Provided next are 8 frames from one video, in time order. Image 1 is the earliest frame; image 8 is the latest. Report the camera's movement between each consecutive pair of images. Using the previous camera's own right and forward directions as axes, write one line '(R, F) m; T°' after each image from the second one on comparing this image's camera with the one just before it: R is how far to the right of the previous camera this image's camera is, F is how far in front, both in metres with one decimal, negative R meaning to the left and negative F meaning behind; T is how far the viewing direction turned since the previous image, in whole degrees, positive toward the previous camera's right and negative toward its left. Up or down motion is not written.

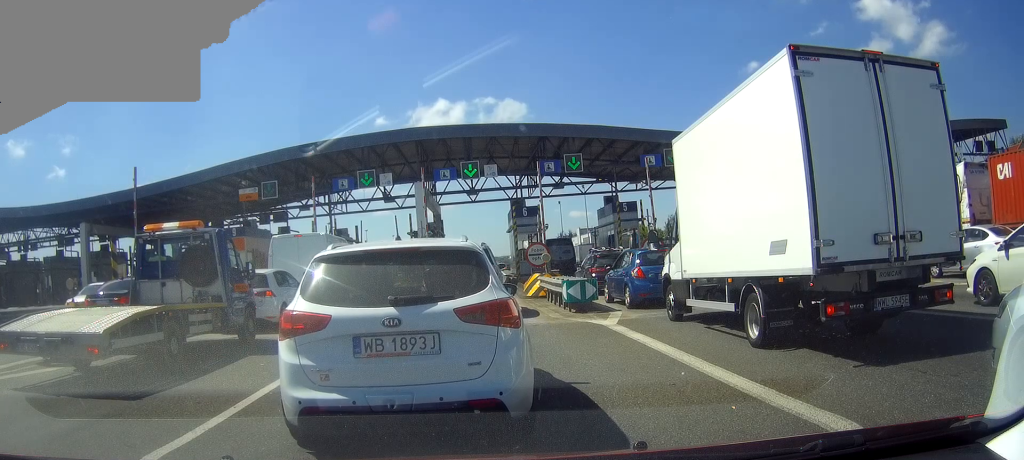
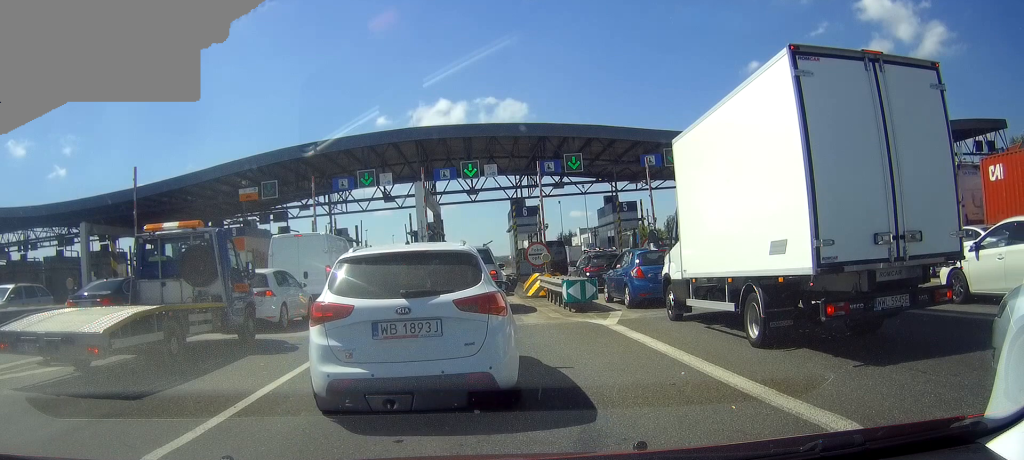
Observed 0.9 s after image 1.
(0.0, 0.0) m; 0°
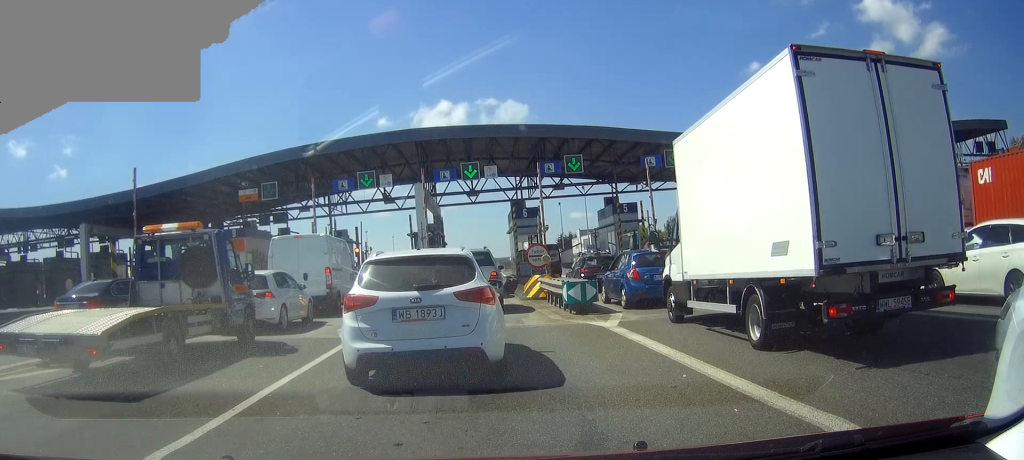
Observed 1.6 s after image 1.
(+0.1, +0.1) m; 0°
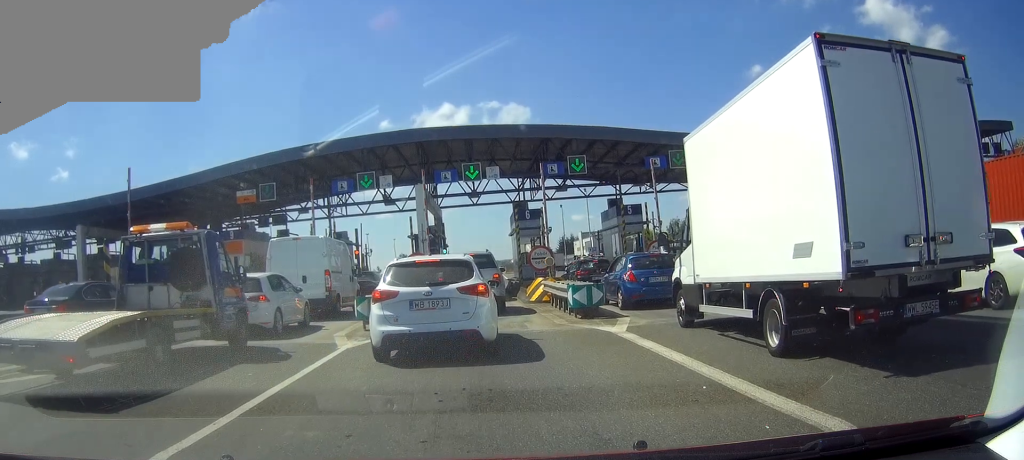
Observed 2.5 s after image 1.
(0.0, +0.6) m; +1°
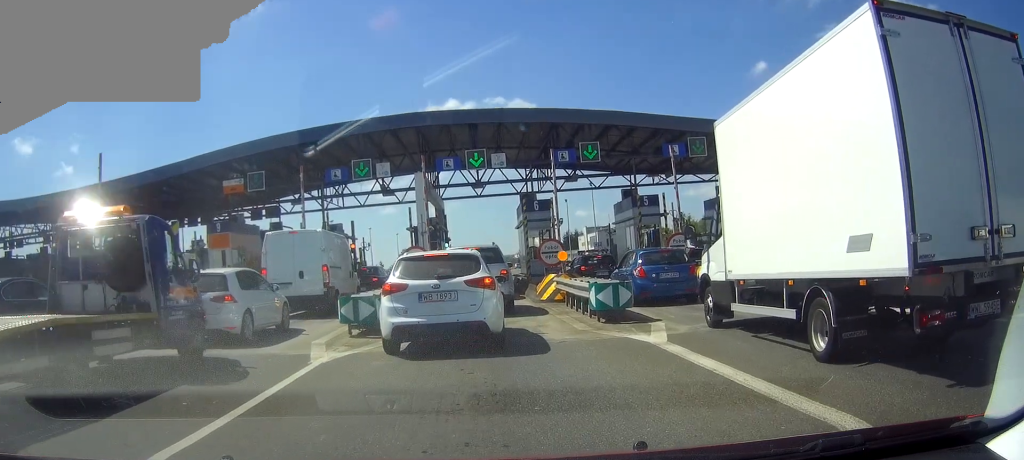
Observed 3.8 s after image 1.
(+0.1, +2.4) m; +3°
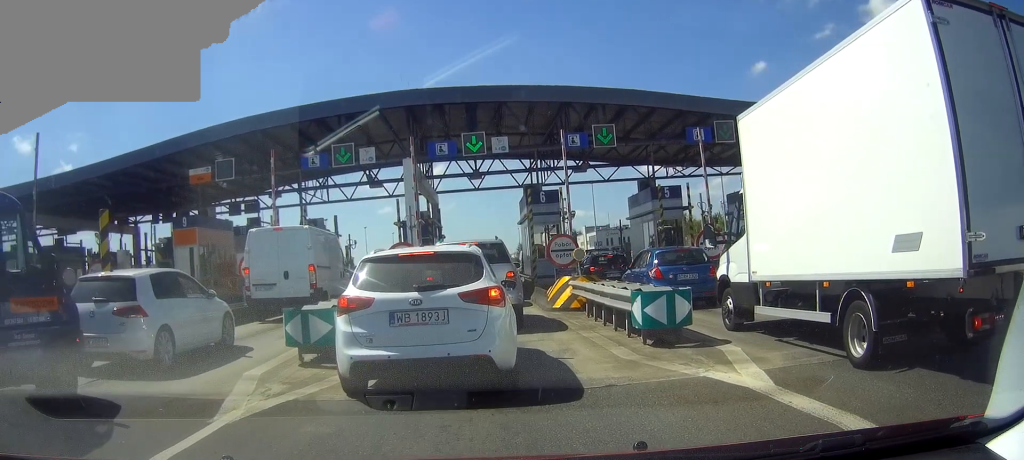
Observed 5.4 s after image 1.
(0.0, +3.4) m; 0°
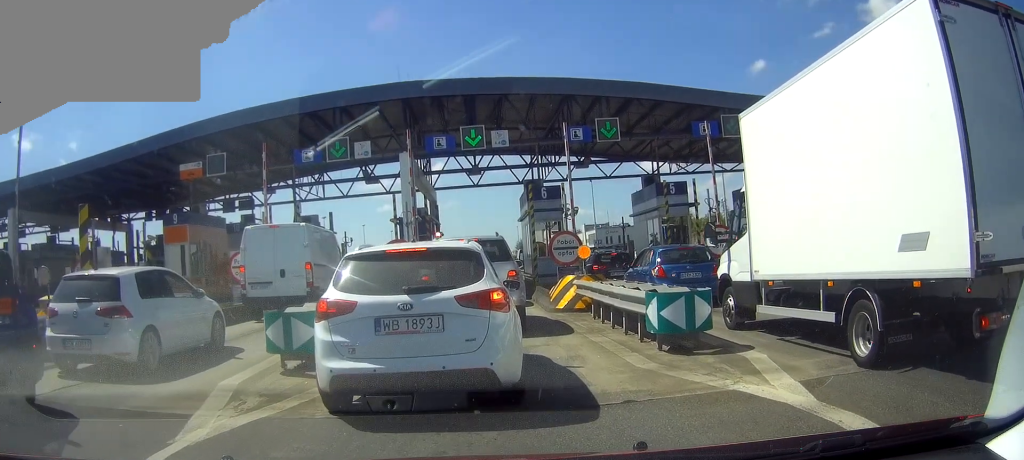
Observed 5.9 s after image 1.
(0.0, +0.8) m; 0°
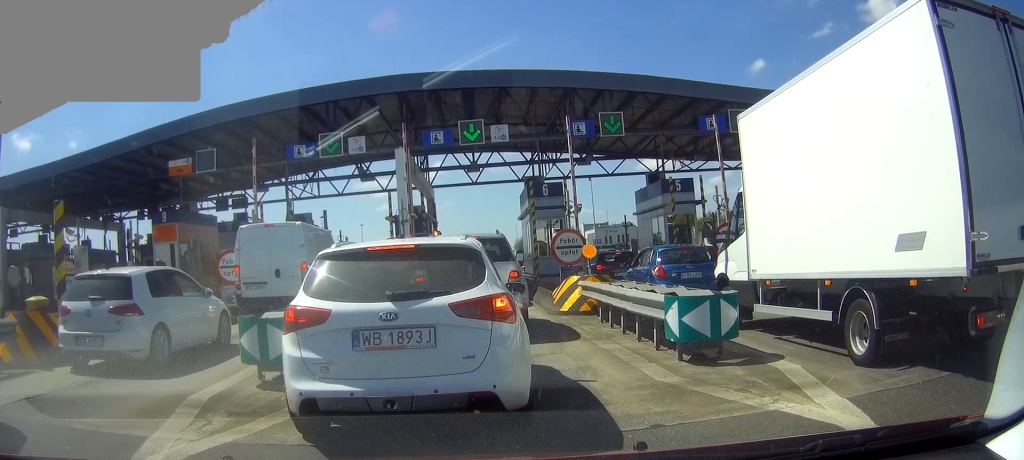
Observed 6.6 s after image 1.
(0.0, +0.8) m; 0°
